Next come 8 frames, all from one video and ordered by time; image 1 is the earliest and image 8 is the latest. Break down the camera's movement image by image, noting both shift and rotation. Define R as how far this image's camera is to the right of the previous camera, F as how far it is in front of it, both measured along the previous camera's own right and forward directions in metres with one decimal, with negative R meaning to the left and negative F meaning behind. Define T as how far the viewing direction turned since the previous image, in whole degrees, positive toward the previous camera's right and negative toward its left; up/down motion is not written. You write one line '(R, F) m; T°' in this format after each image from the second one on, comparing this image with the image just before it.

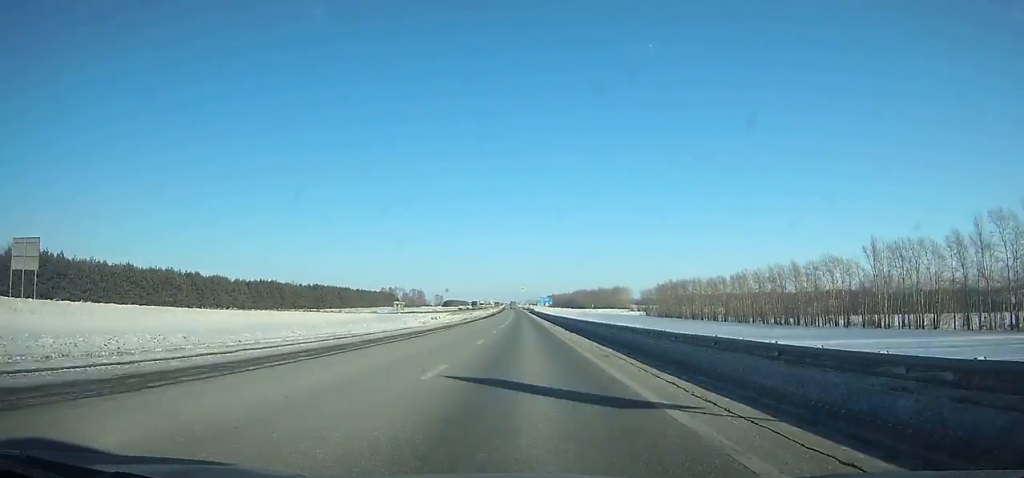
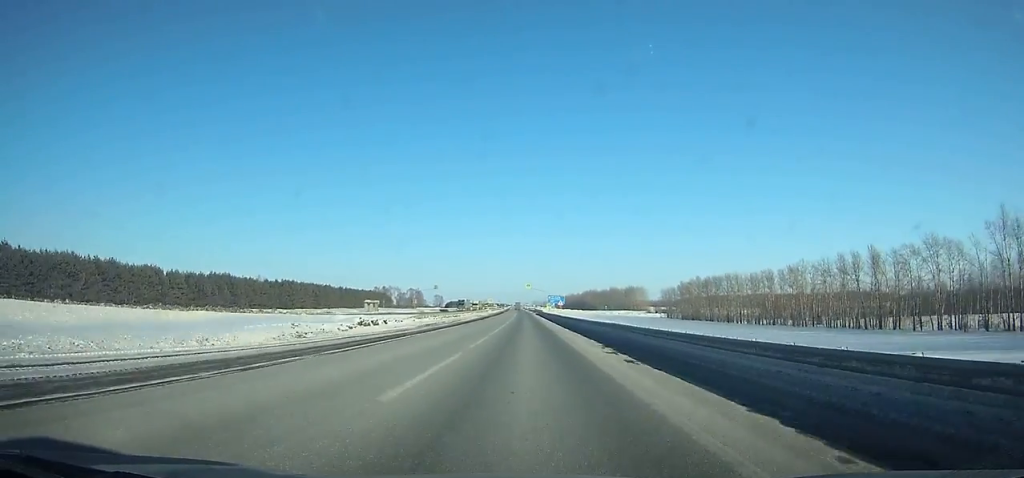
(-0.1, +40.2) m; -1°
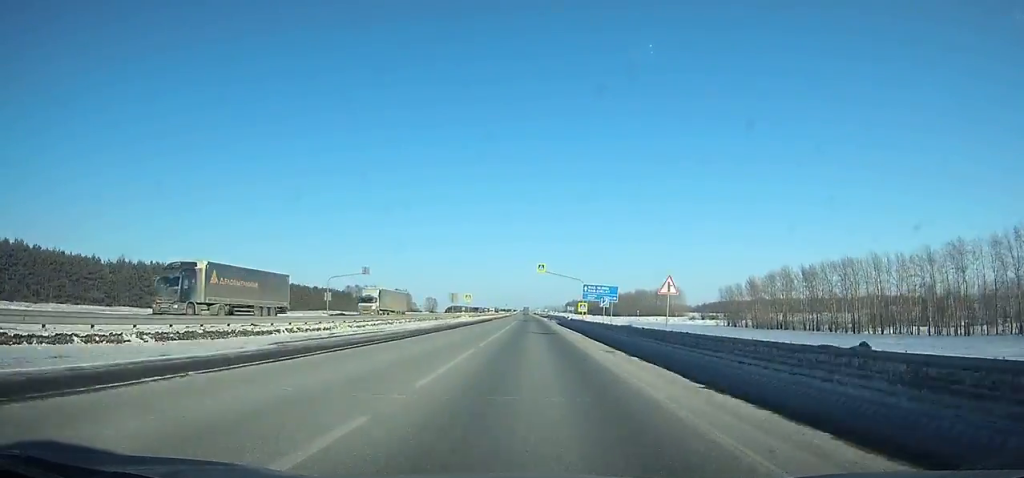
(-1.0, +84.0) m; -1°
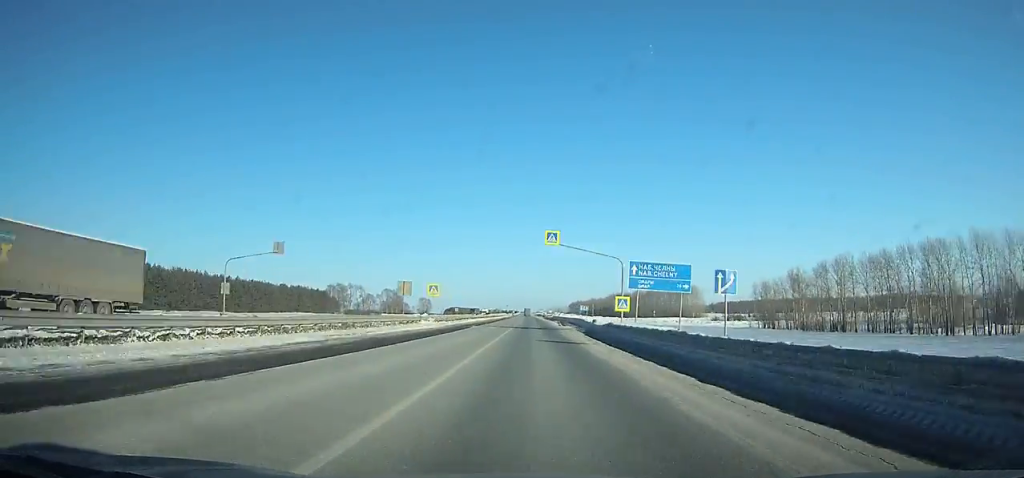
(-0.1, +32.0) m; 0°
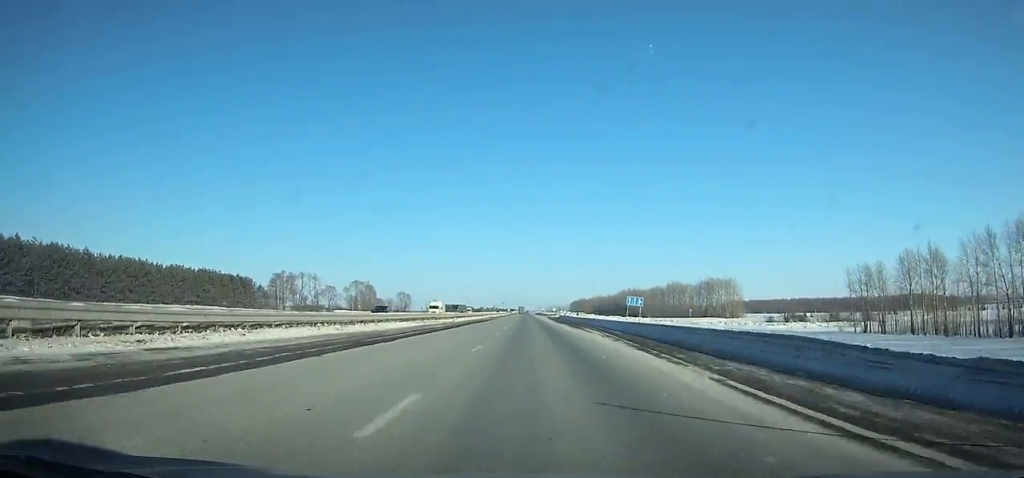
(-0.1, +63.2) m; 0°
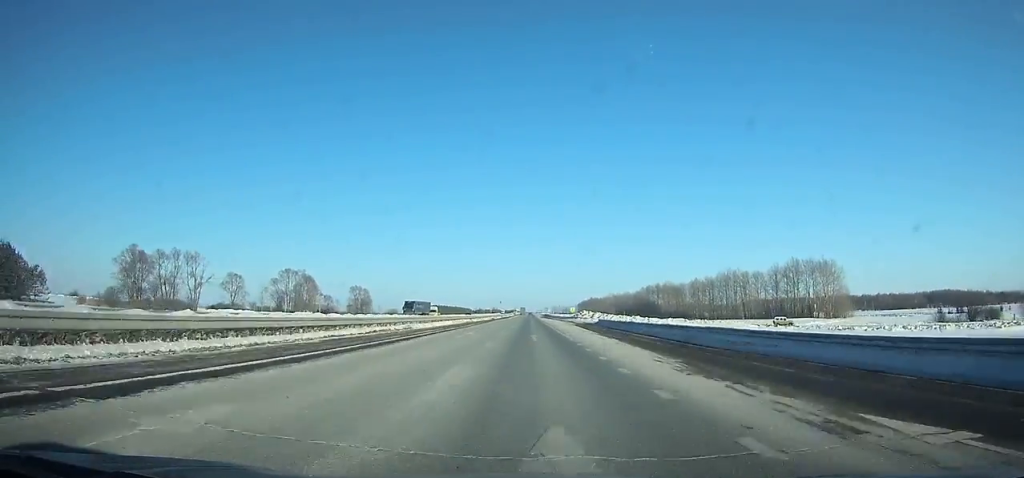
(-0.1, +87.3) m; 0°
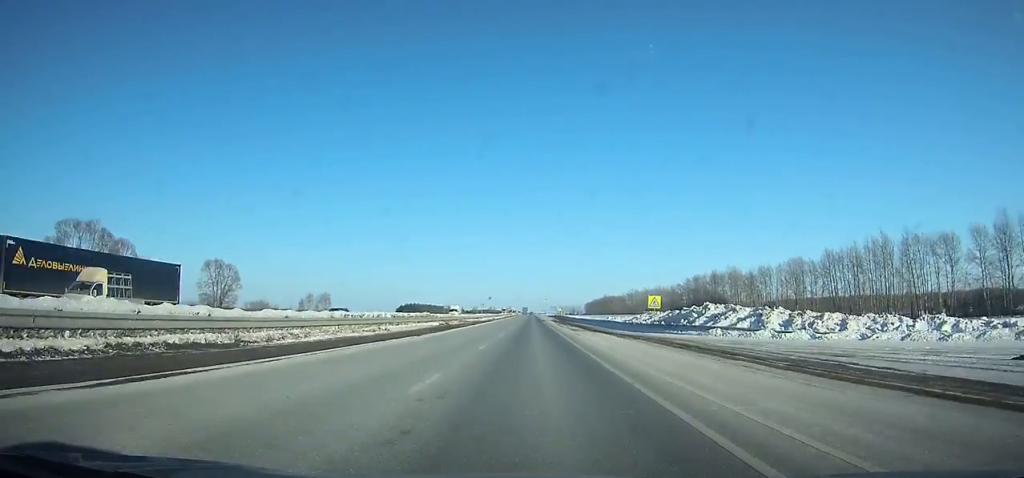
(0.0, +102.0) m; 0°
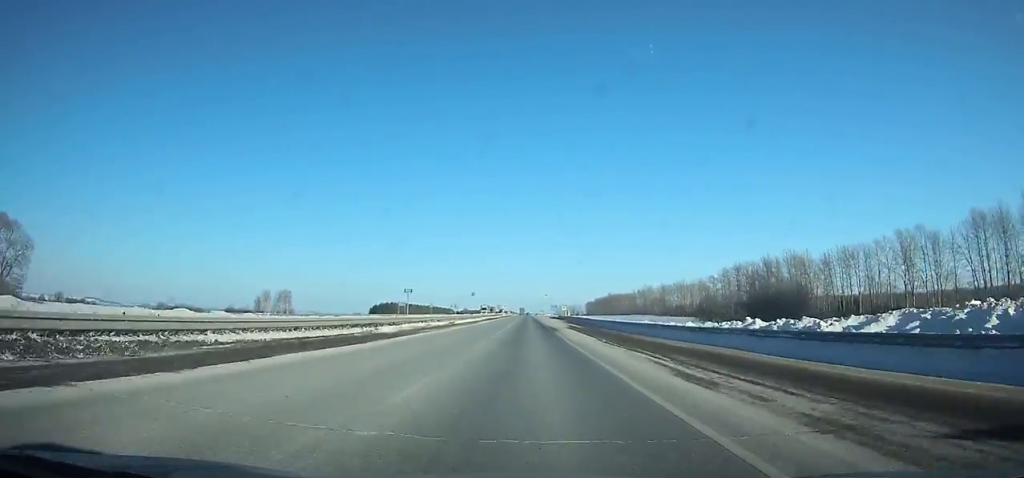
(0.0, +54.9) m; 0°
